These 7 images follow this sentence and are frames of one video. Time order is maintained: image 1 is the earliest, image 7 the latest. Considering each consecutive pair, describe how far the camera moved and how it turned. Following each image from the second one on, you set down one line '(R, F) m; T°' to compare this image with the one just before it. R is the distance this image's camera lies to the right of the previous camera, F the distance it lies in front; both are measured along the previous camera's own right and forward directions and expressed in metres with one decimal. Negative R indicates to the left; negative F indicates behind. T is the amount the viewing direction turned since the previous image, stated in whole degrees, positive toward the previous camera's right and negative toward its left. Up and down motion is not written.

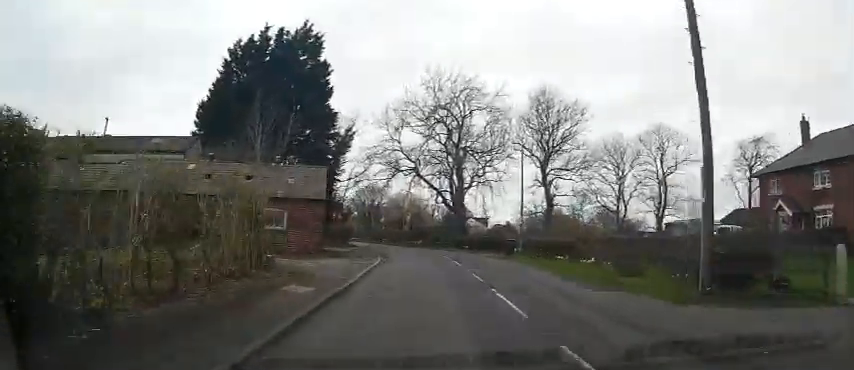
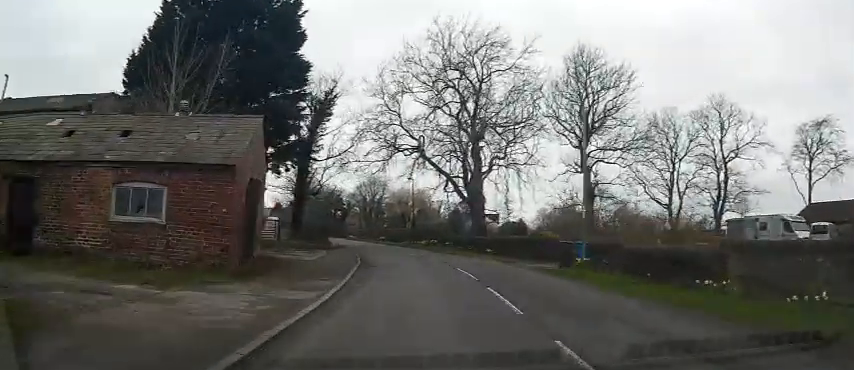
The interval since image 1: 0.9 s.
(-0.3, +10.9) m; -2°
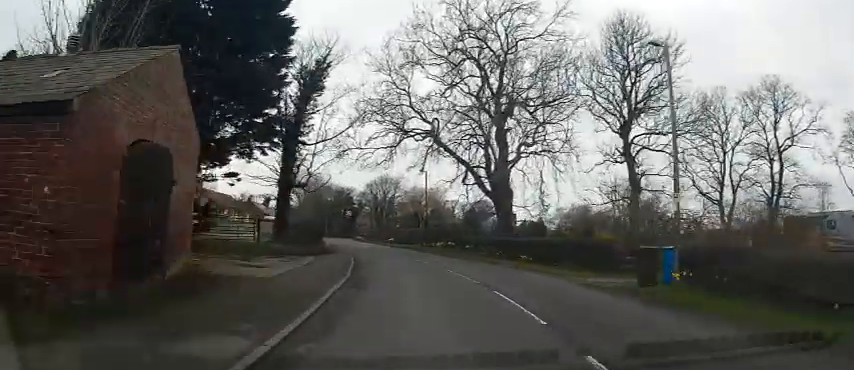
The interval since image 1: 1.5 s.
(0.0, +6.5) m; 0°
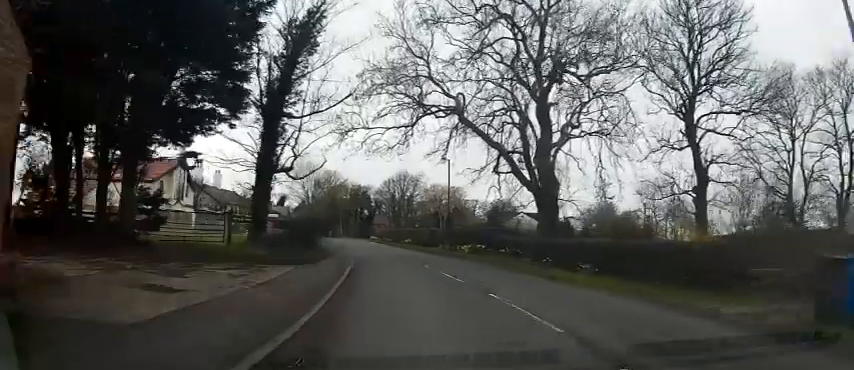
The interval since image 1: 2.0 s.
(0.0, +6.5) m; -1°
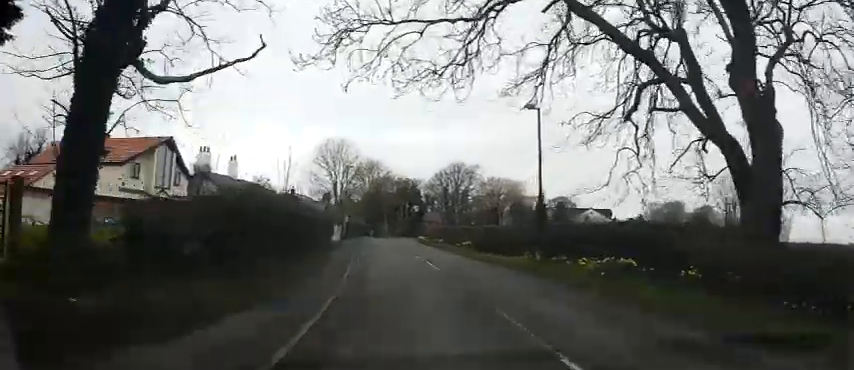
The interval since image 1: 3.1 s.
(-0.4, +13.2) m; -6°
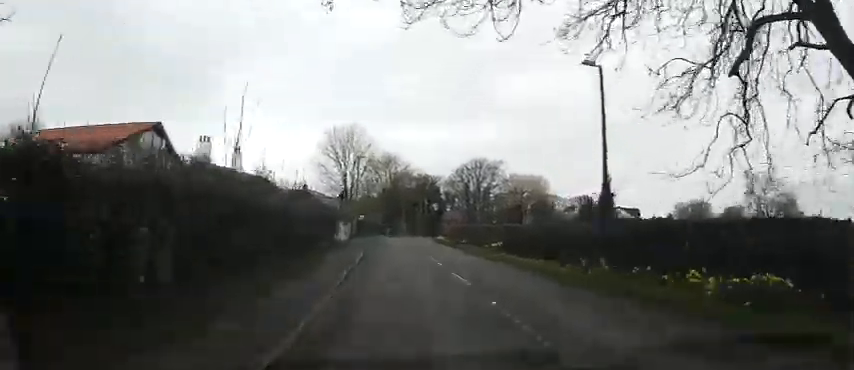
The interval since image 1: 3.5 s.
(-0.2, +4.8) m; -3°
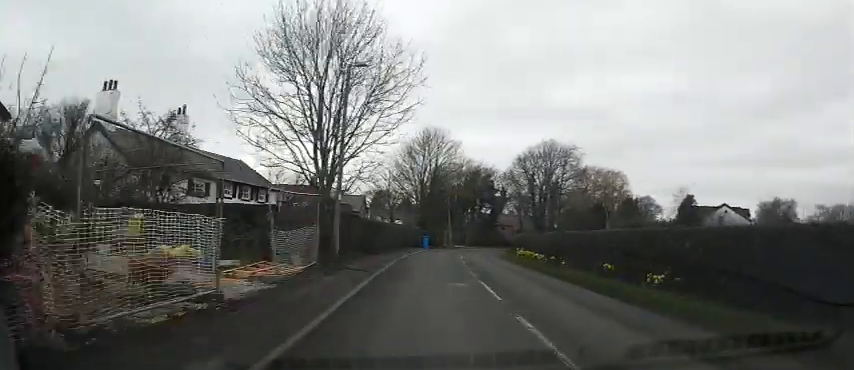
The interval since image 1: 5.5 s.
(-1.4, +23.3) m; -3°
